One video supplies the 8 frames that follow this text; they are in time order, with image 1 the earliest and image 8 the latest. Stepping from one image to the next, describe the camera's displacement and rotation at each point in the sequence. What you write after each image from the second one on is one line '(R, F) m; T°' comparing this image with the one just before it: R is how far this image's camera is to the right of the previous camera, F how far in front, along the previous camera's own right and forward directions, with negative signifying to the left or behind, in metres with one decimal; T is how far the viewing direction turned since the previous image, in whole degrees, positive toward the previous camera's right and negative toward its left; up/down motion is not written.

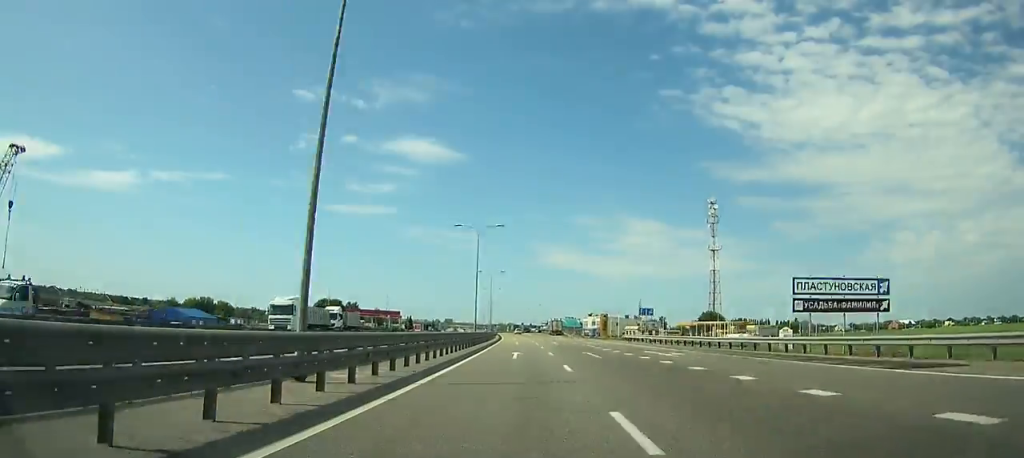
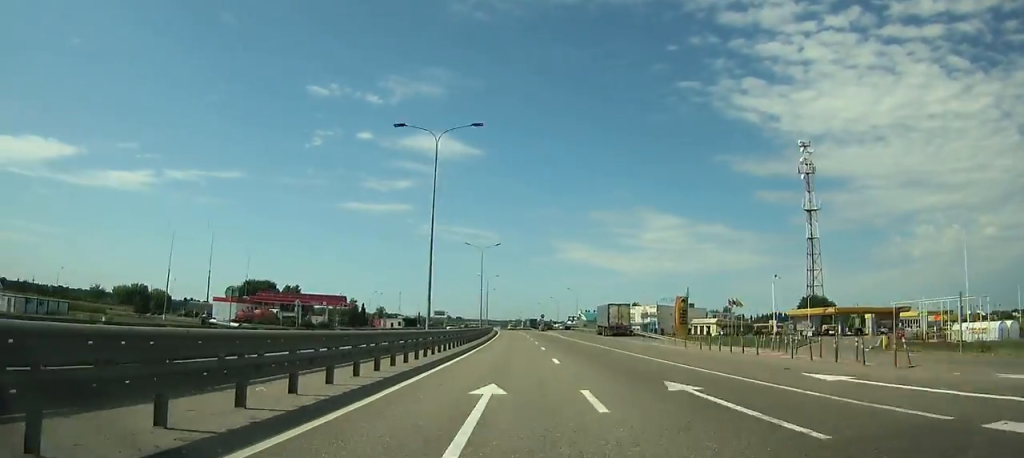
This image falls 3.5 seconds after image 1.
(-1.1, +78.3) m; -2°
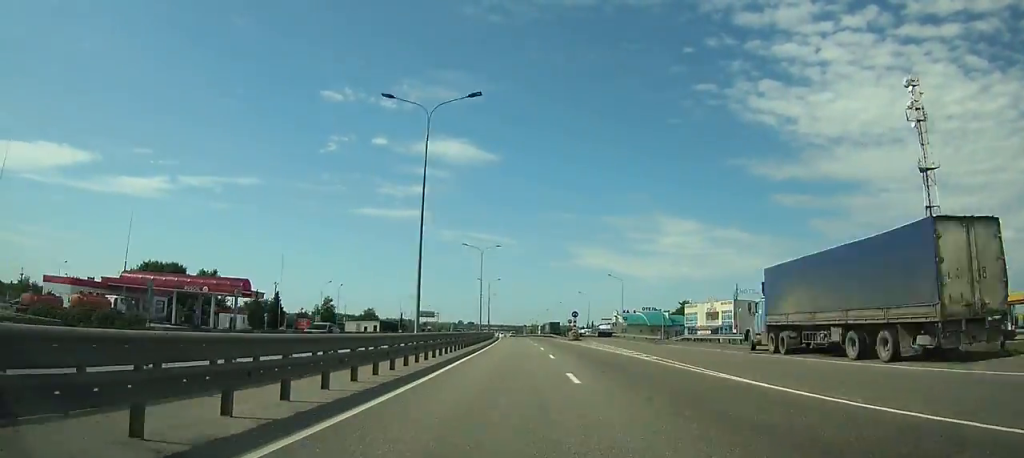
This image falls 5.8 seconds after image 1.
(-0.7, +55.7) m; -1°
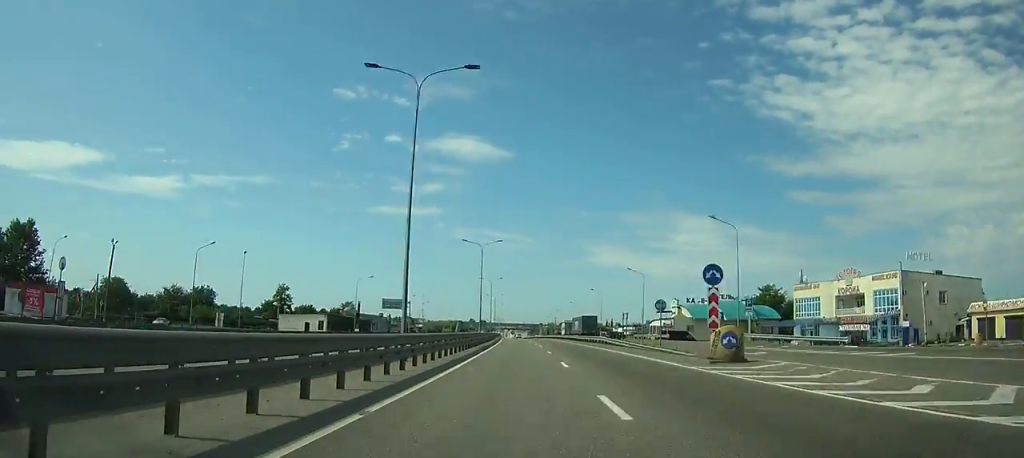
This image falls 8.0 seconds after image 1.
(-0.7, +54.1) m; -1°
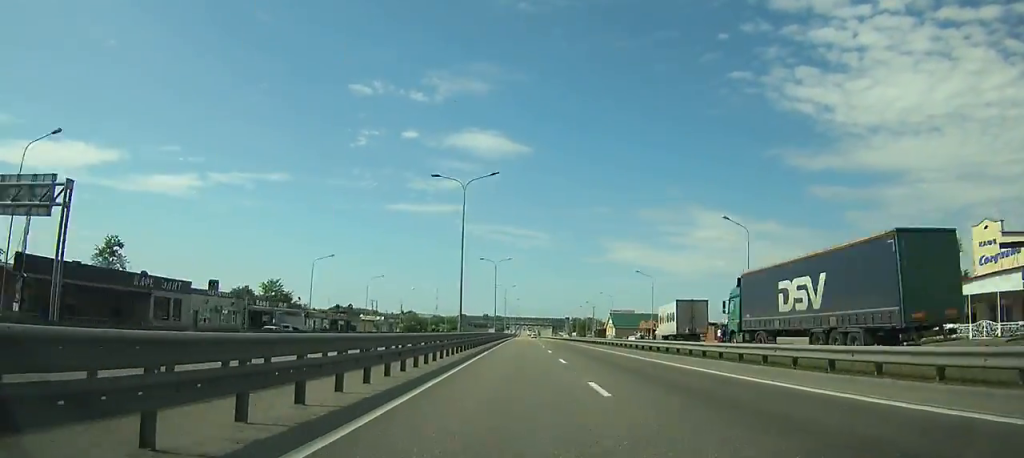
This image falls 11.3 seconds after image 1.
(-1.3, +81.4) m; -1°
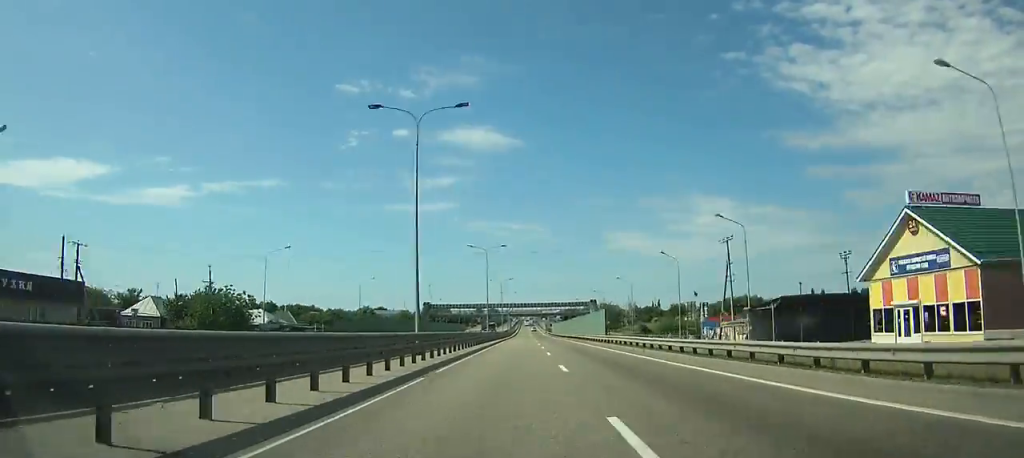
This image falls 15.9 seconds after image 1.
(-0.6, +112.1) m; 0°
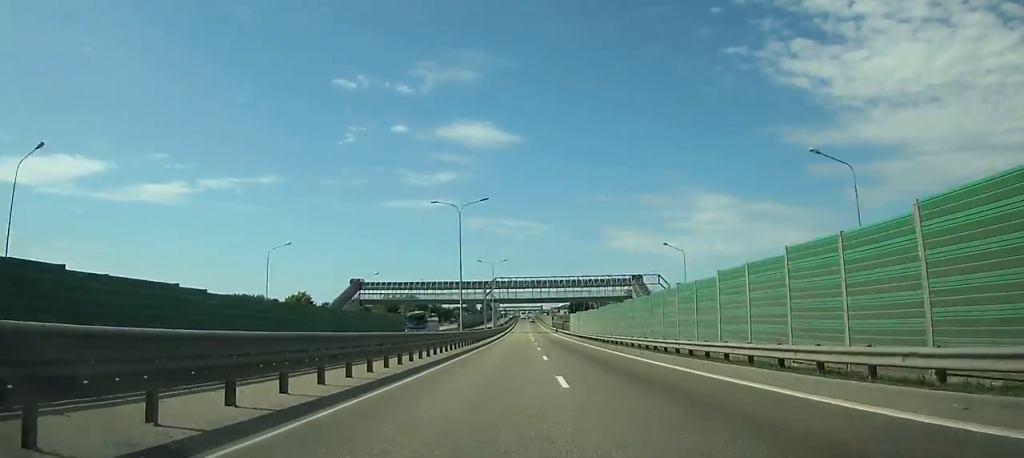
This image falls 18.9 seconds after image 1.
(0.0, +73.7) m; 0°
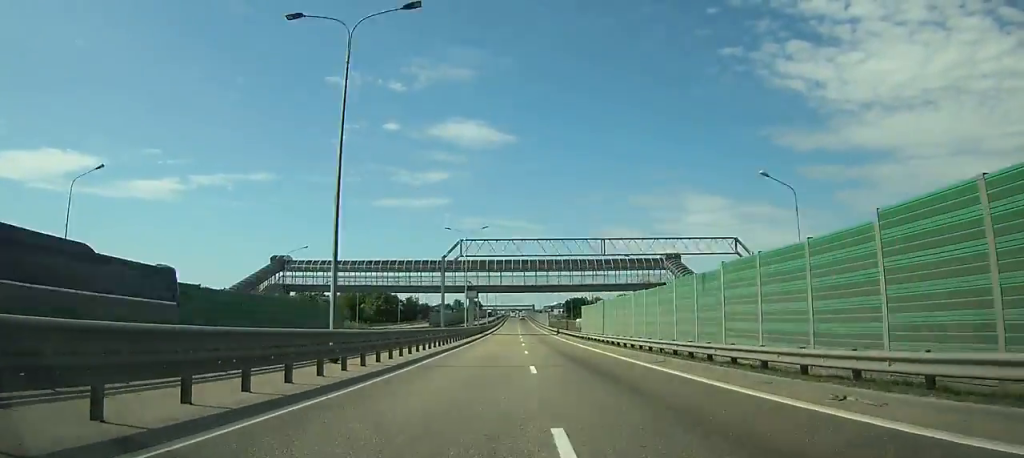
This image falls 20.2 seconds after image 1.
(+0.2, +33.7) m; 0°
